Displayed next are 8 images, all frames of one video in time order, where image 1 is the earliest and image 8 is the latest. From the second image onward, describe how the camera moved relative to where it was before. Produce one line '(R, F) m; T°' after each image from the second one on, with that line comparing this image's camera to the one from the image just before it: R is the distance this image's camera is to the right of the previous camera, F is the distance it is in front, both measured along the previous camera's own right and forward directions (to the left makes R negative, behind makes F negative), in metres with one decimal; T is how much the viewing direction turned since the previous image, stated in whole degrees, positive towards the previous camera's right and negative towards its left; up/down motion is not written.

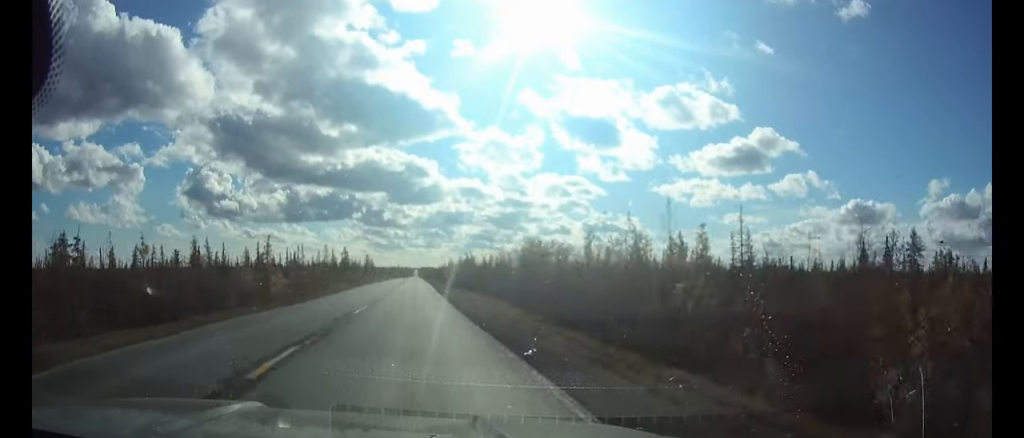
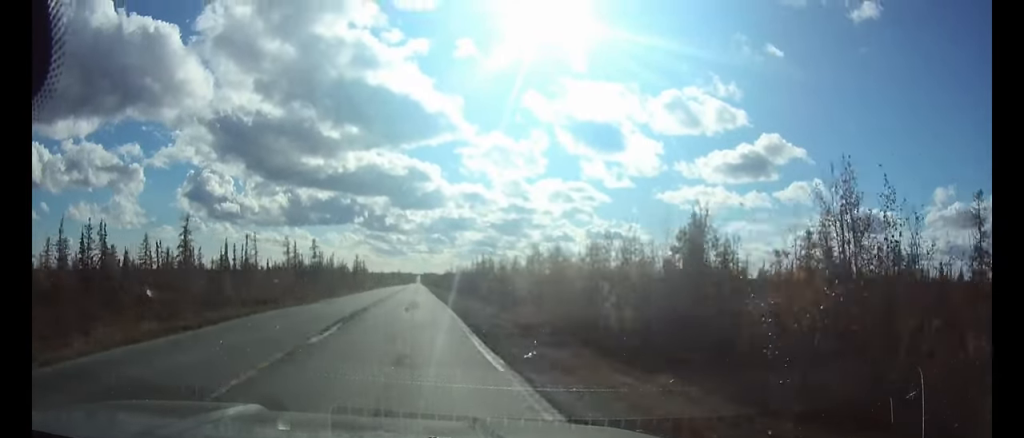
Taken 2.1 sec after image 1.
(-0.1, +52.7) m; 0°
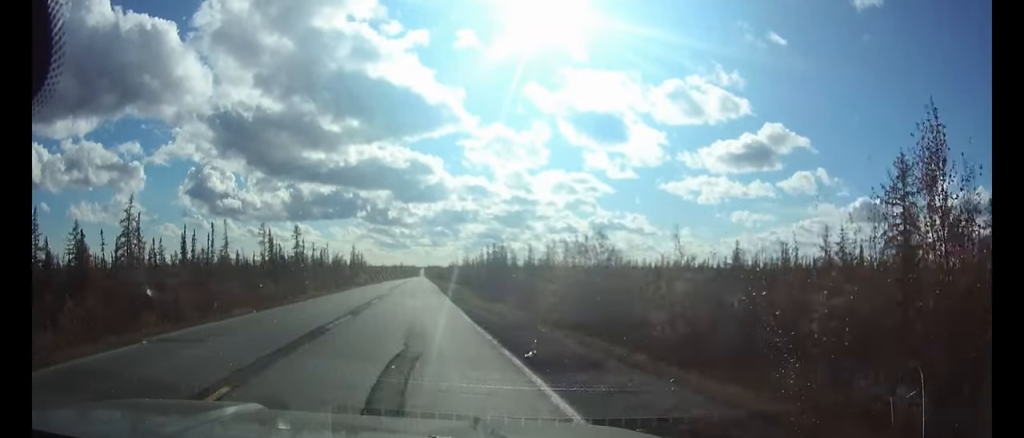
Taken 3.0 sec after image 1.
(-0.1, +22.1) m; 0°
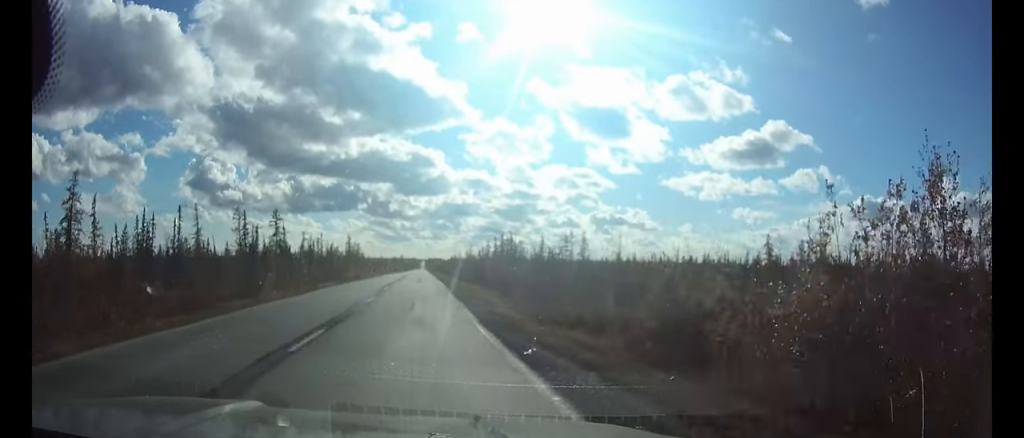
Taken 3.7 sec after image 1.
(0.0, +15.2) m; 0°
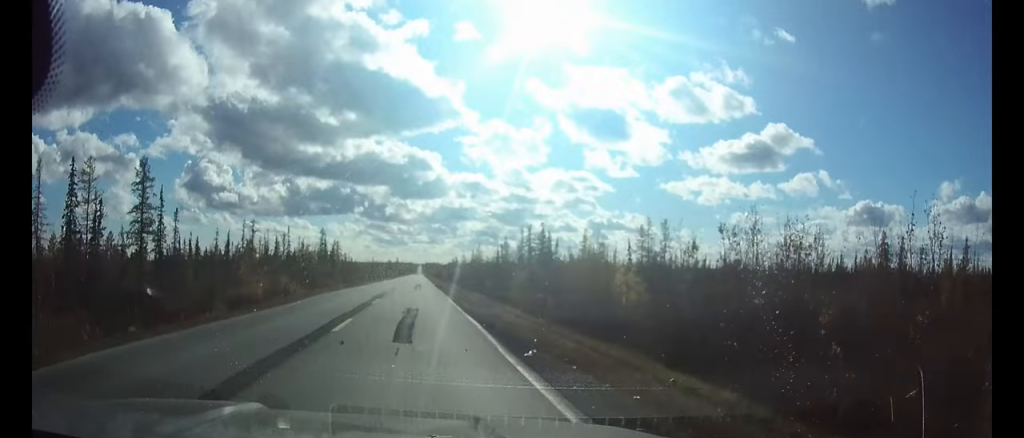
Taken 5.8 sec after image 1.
(0.0, +44.6) m; 0°
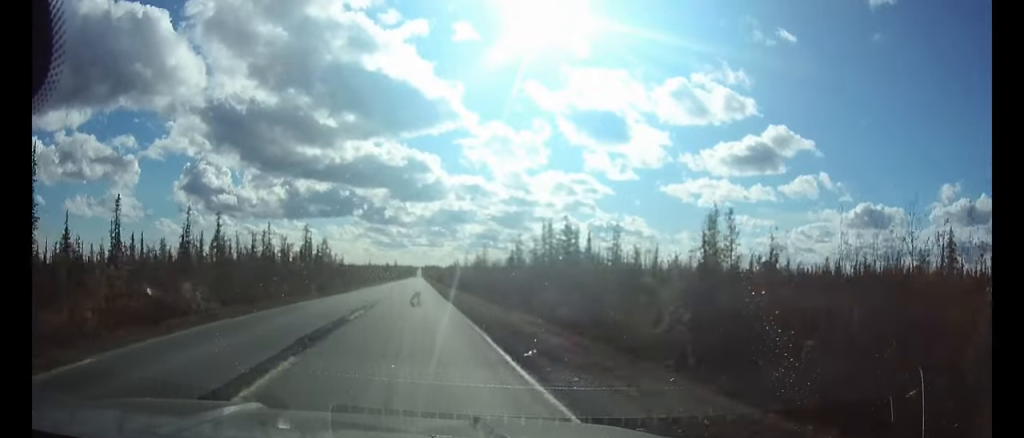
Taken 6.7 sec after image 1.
(0.0, +20.4) m; 0°
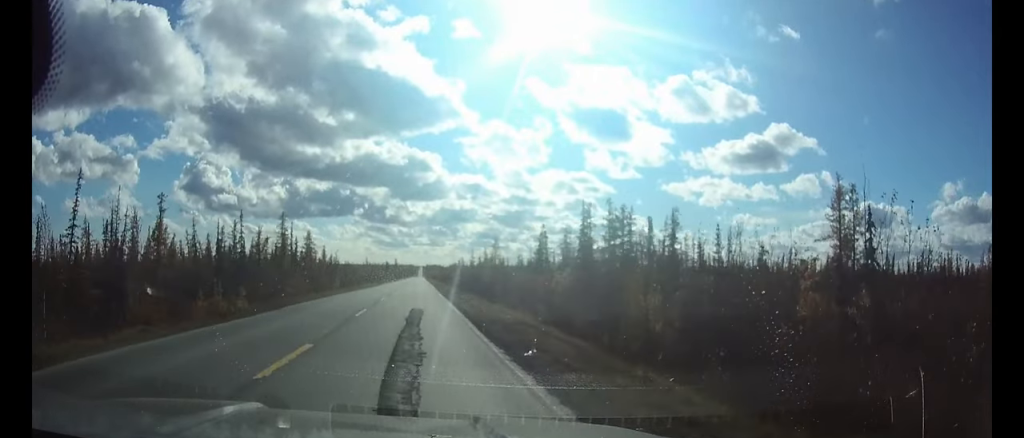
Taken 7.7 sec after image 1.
(0.0, +22.2) m; 0°
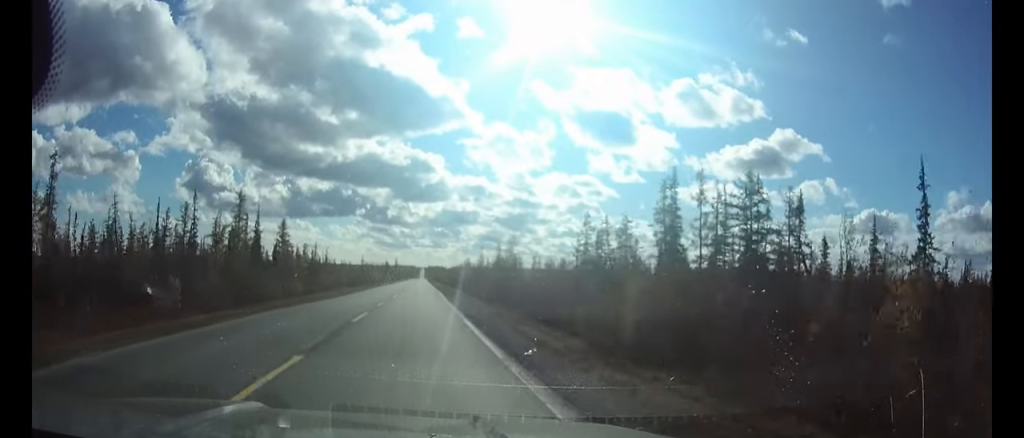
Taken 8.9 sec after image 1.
(0.0, +25.4) m; 0°
